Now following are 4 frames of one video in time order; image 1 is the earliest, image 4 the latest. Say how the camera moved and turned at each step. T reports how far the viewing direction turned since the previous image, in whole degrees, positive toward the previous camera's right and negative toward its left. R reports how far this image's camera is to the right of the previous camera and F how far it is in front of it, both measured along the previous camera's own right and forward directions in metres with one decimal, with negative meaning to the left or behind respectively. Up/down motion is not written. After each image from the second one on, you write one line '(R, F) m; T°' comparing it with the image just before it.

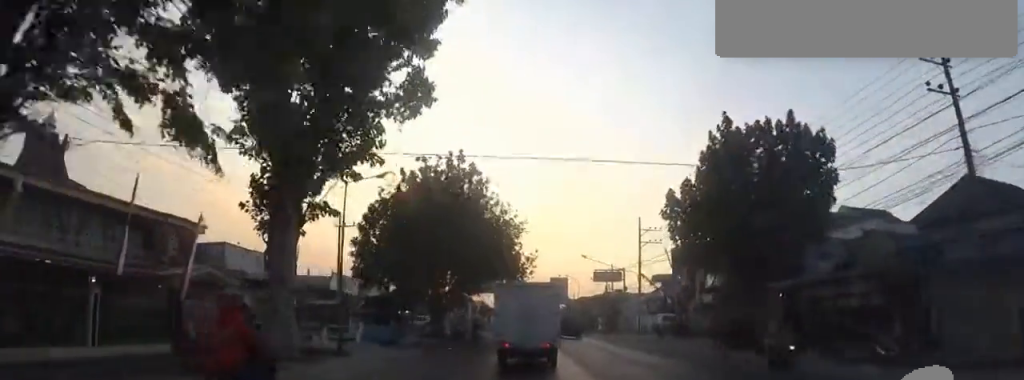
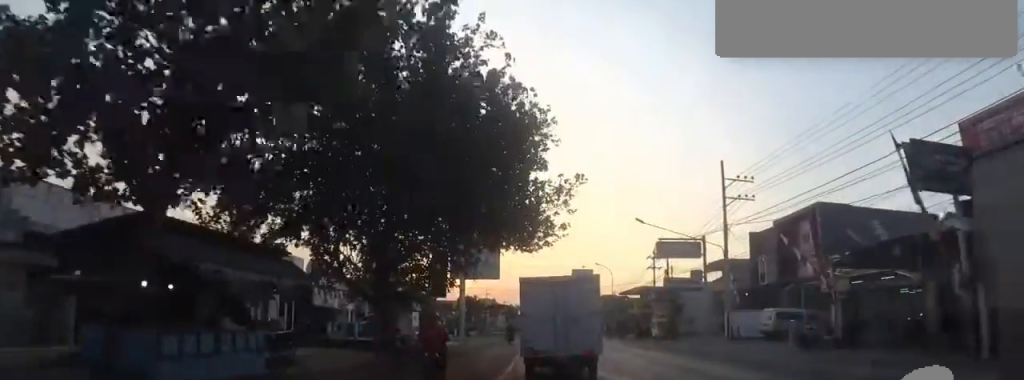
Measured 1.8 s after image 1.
(+0.1, +17.2) m; +2°
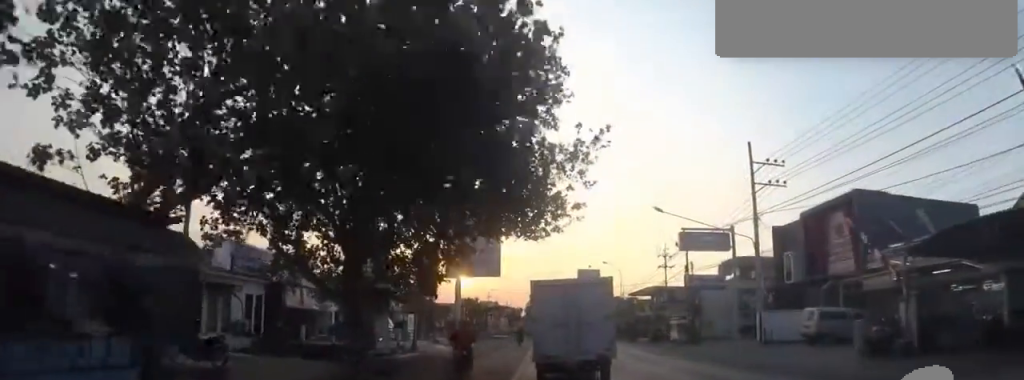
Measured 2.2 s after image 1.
(+0.1, +3.7) m; -2°
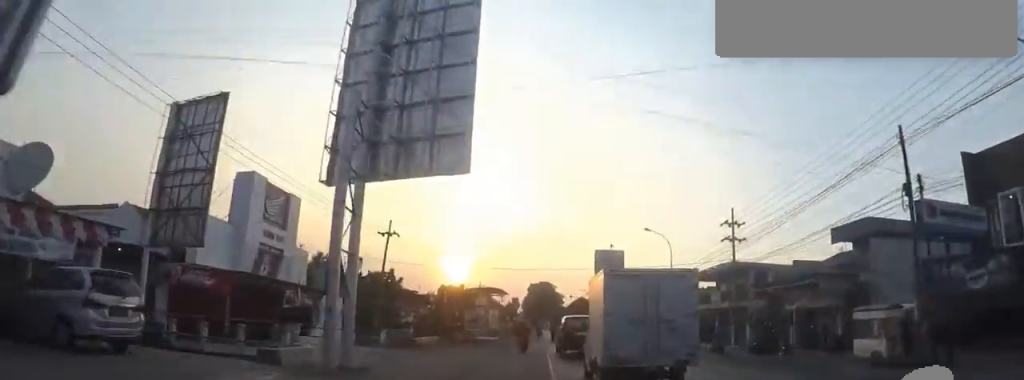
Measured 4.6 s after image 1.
(-2.1, +19.3) m; 0°
